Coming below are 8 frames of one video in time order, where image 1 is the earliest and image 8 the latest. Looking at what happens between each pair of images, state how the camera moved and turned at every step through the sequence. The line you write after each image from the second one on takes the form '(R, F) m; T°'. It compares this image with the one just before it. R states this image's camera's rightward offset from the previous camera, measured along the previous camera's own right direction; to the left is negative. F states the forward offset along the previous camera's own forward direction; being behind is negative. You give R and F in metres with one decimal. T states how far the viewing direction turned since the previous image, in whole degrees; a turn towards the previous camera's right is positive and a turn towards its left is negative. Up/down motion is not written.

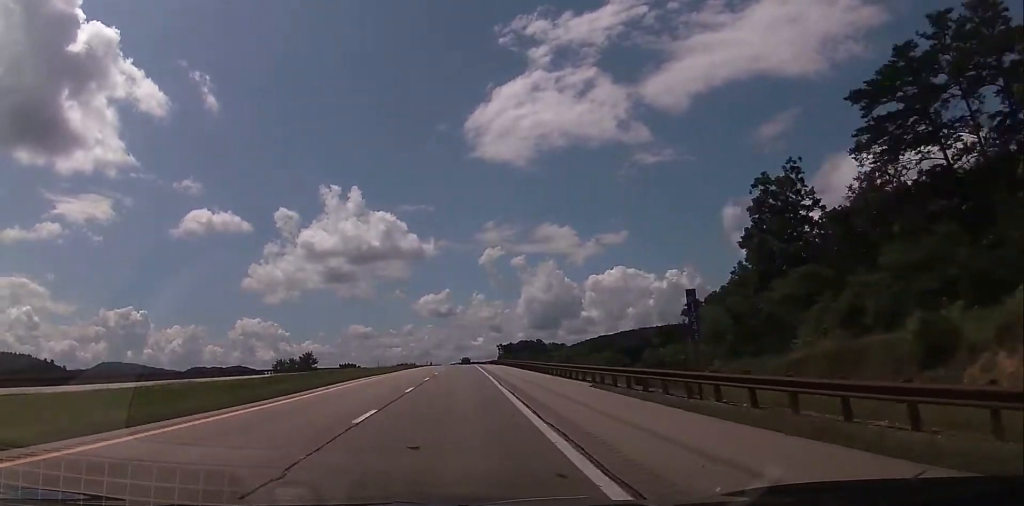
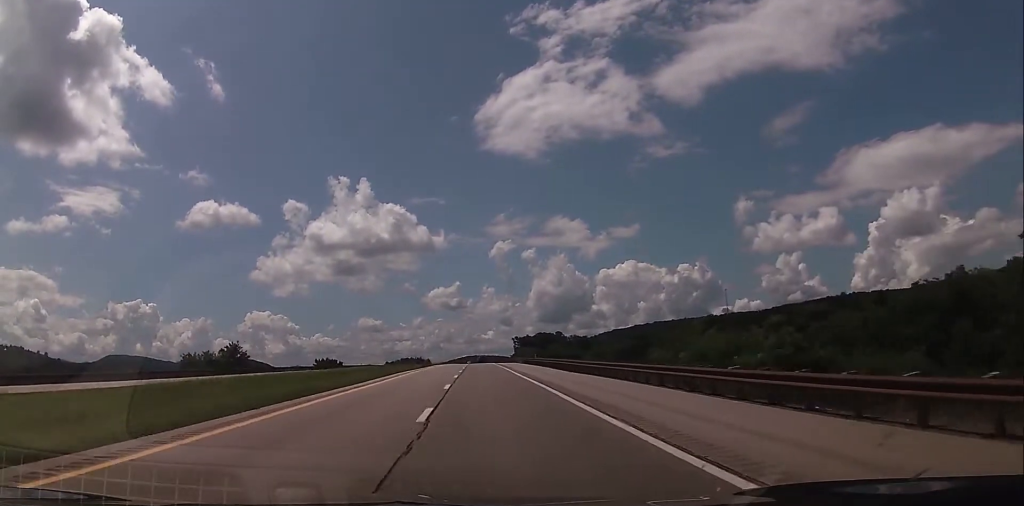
(+0.5, +61.0) m; 0°
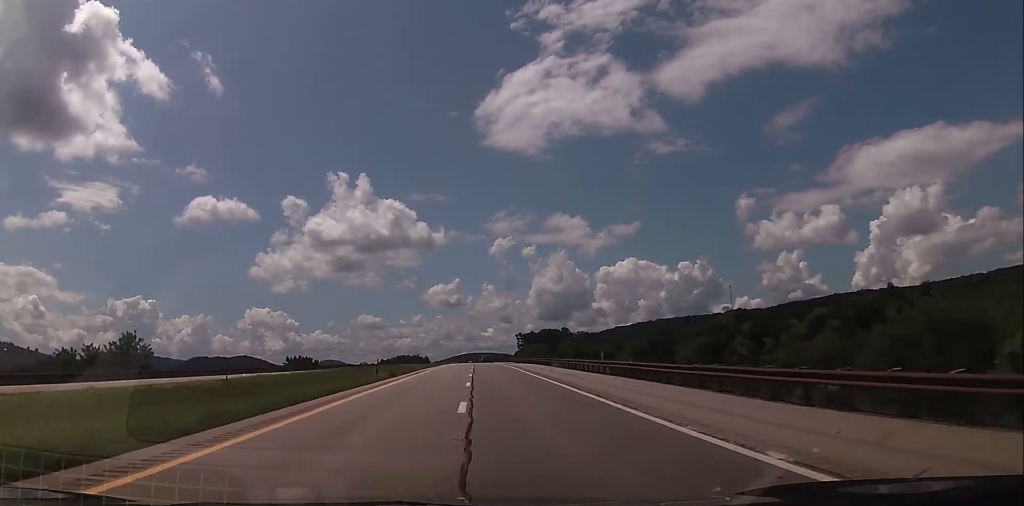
(-0.6, +34.6) m; -1°
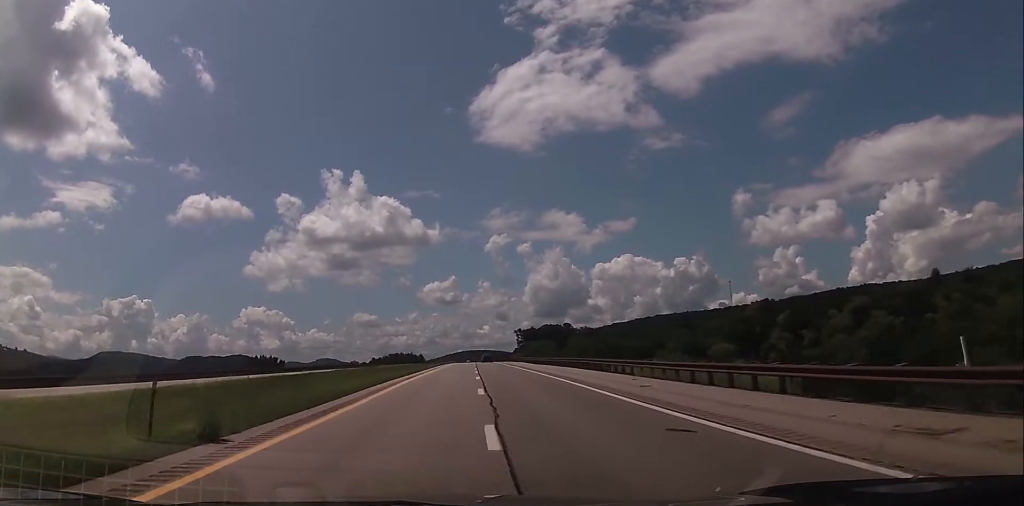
(-0.1, +30.1) m; 0°
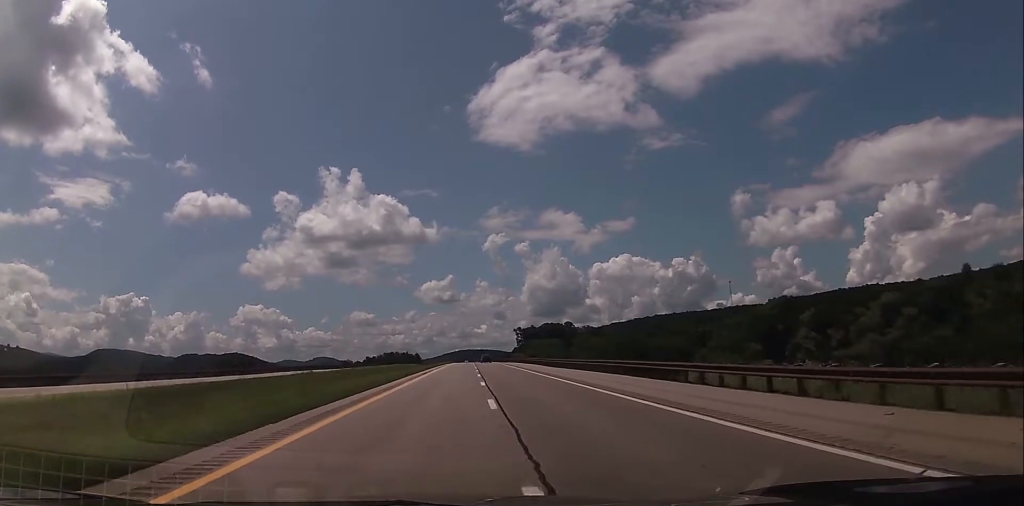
(+0.1, +17.8) m; 0°
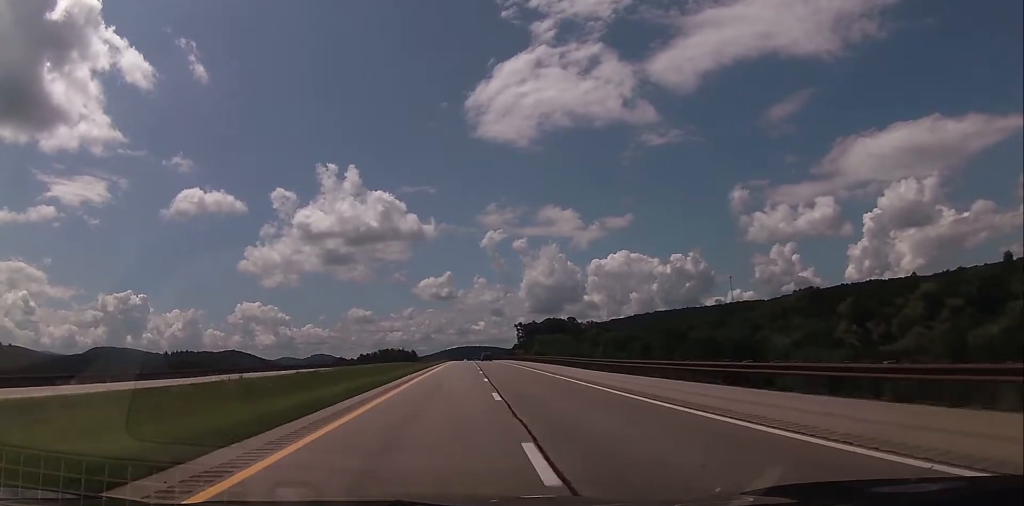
(+0.1, +21.2) m; 0°
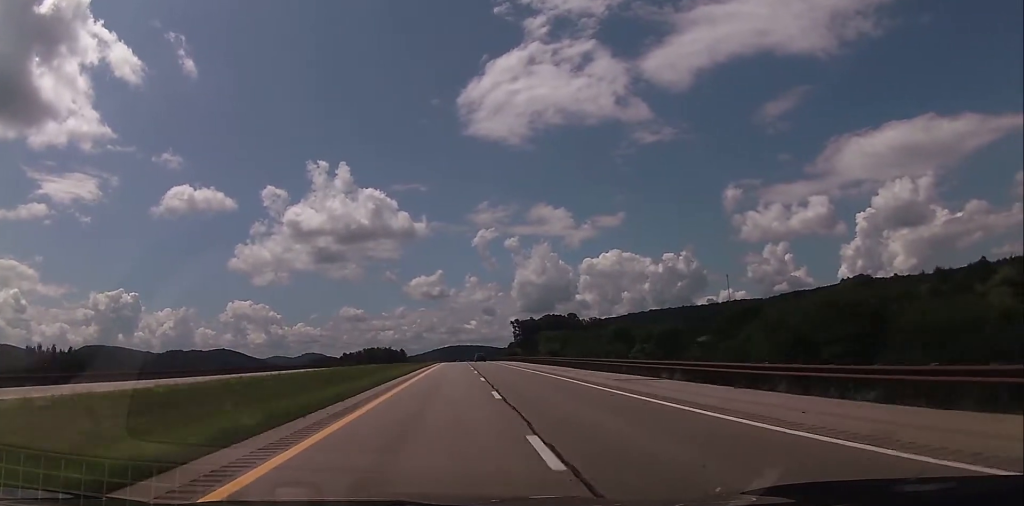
(0.0, +35.7) m; 0°
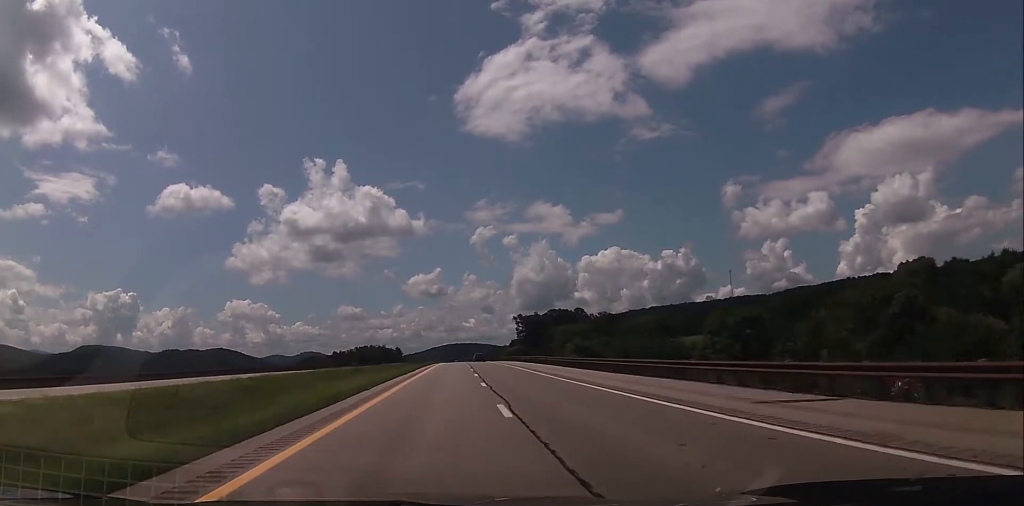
(+0.2, +30.1) m; +1°
